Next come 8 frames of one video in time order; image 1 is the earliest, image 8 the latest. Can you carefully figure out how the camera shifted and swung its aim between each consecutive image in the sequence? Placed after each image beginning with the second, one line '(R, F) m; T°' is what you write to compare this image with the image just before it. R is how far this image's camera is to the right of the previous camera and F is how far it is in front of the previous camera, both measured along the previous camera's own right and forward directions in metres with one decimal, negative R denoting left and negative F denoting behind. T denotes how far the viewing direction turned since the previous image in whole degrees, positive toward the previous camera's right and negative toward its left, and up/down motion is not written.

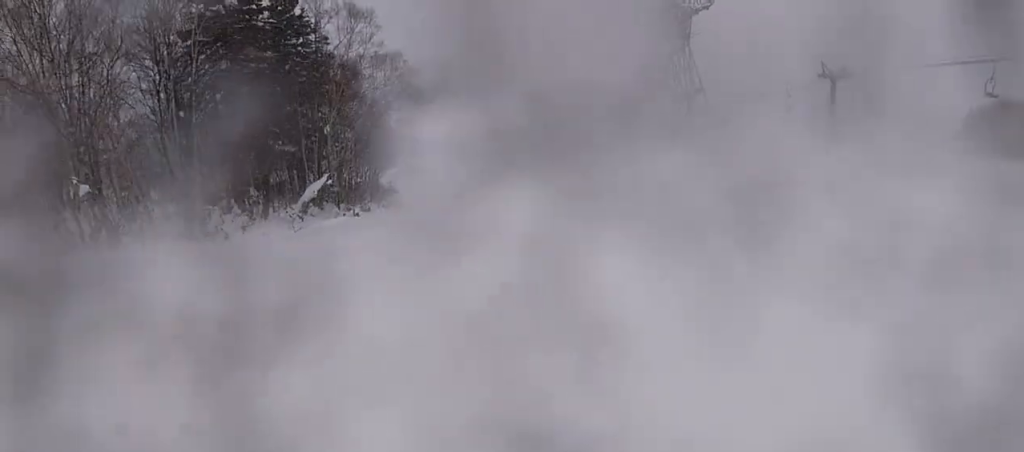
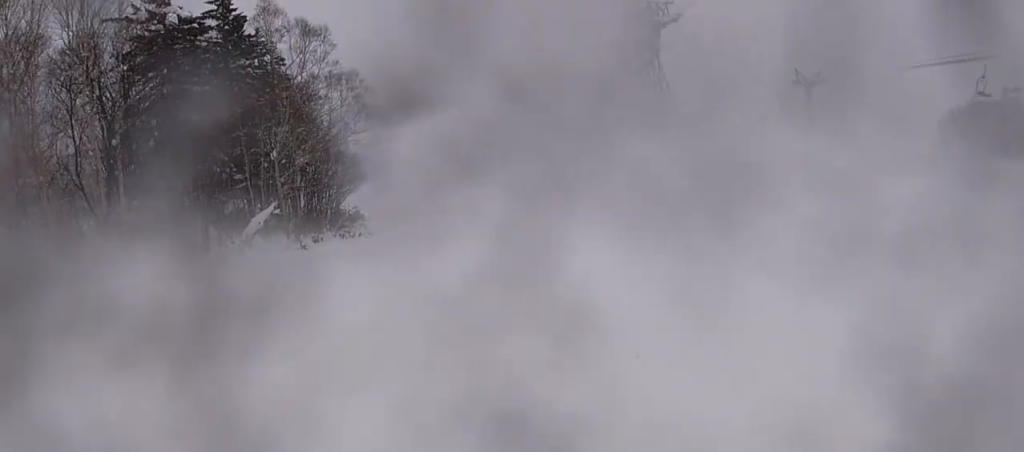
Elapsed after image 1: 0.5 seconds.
(0.0, +2.7) m; 0°
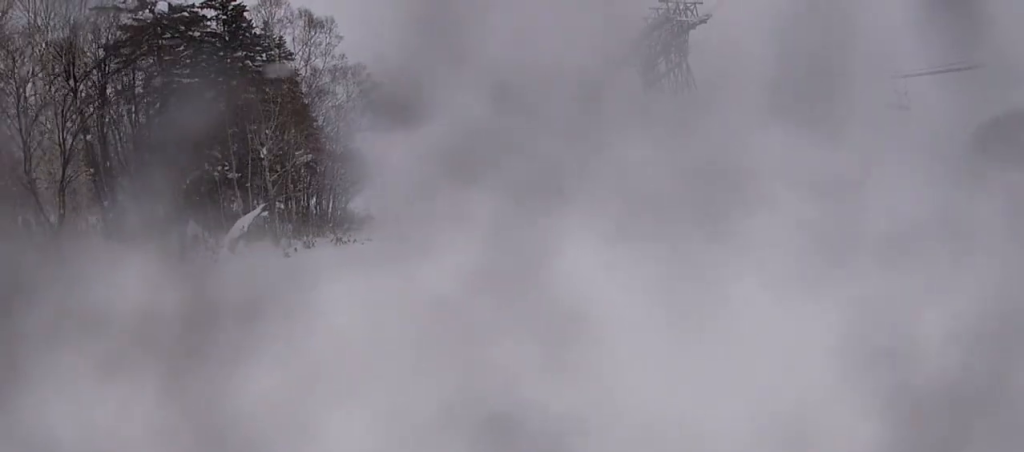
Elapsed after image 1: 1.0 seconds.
(0.0, +3.0) m; 0°
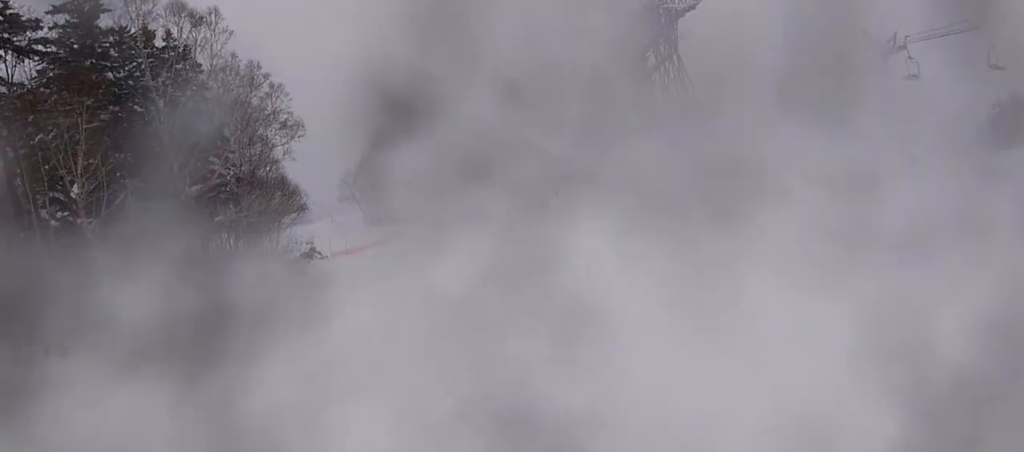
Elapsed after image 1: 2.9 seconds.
(0.0, +10.8) m; -1°
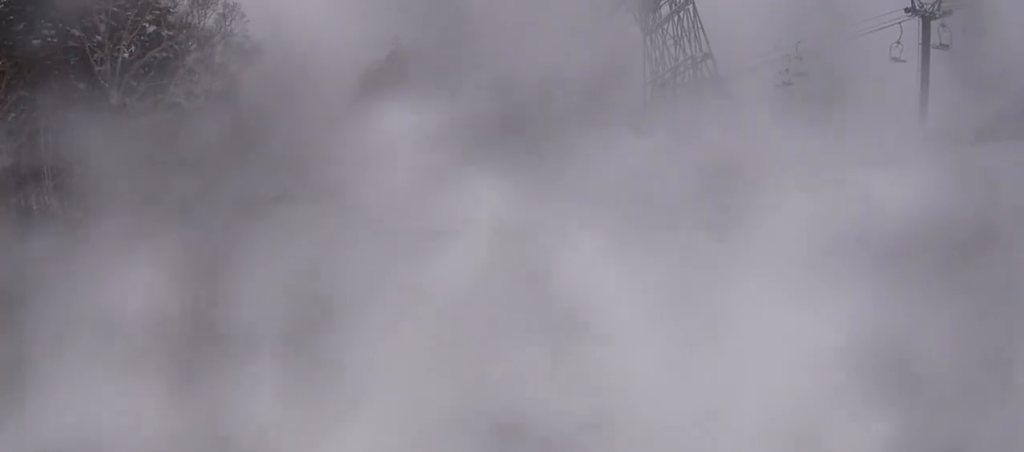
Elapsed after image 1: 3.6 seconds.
(-0.1, +4.1) m; -2°
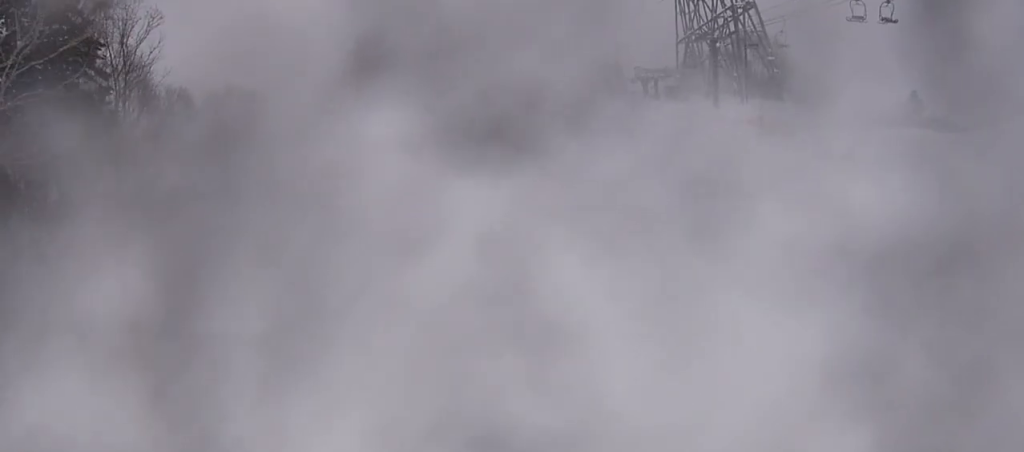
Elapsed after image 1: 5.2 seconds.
(-0.3, +11.2) m; +4°
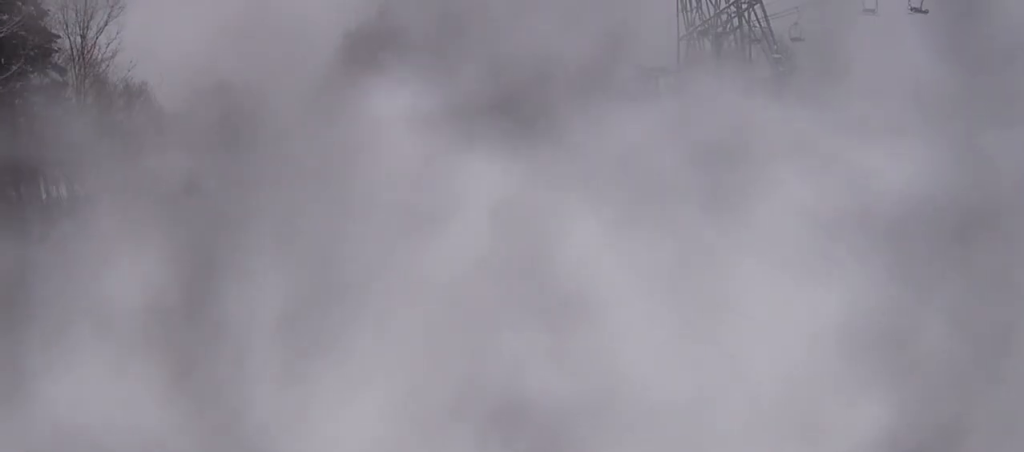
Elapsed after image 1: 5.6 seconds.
(+0.4, +3.4) m; -1°
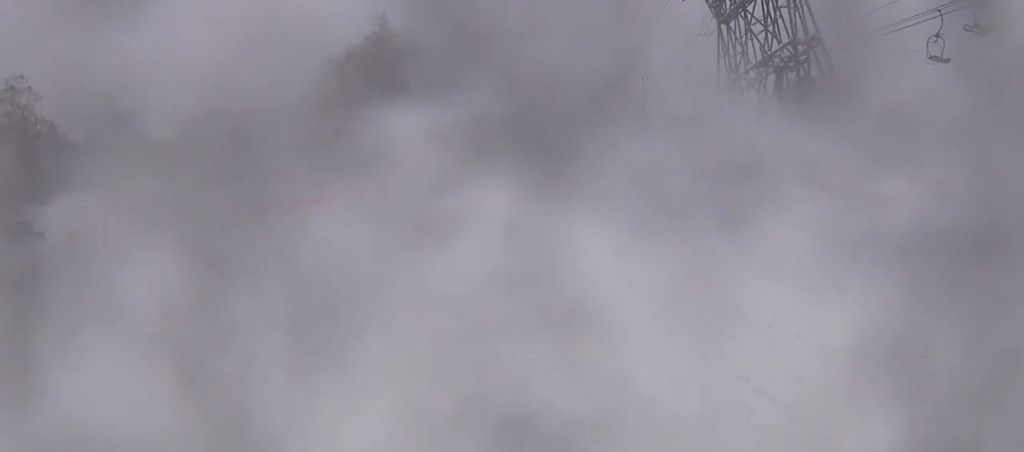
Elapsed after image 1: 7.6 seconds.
(-1.3, +14.0) m; -10°
